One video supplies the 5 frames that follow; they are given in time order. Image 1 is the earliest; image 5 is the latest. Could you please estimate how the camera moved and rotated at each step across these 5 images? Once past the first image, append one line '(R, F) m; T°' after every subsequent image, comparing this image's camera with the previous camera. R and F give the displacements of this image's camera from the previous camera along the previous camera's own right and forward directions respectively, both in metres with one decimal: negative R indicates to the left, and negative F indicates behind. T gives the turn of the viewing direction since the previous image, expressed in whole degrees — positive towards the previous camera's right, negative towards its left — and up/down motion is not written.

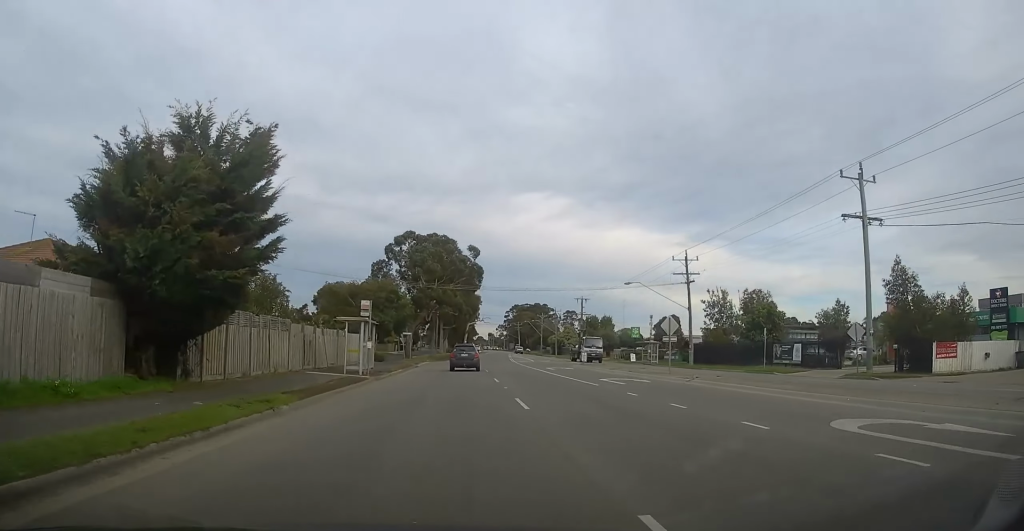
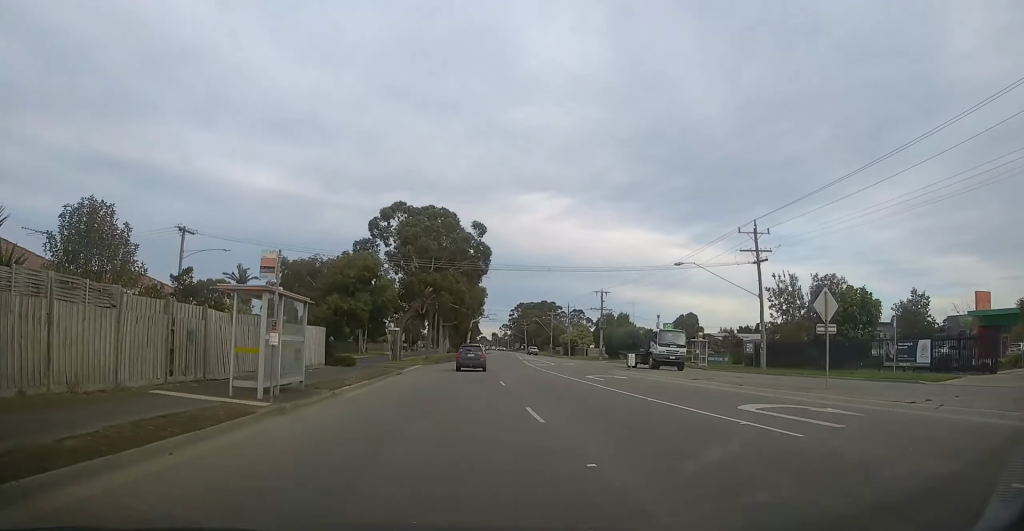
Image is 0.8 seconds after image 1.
(0.0, +14.6) m; 0°
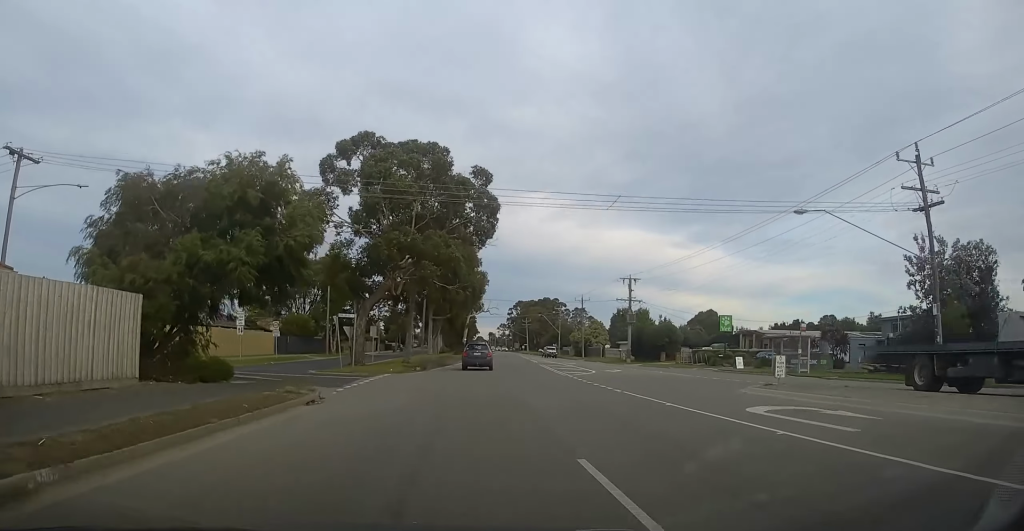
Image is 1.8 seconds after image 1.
(0.0, +18.8) m; 0°
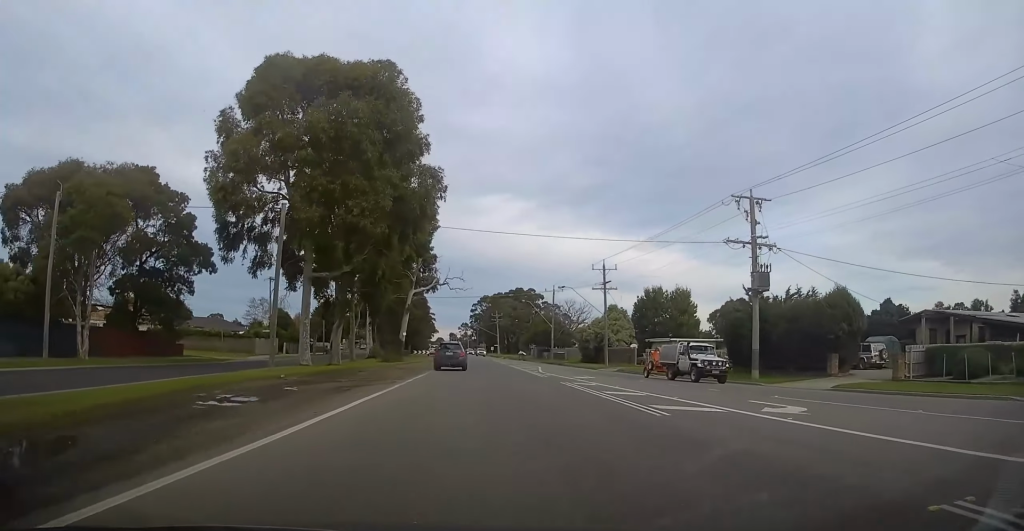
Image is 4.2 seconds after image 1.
(+0.8, +44.3) m; +3°
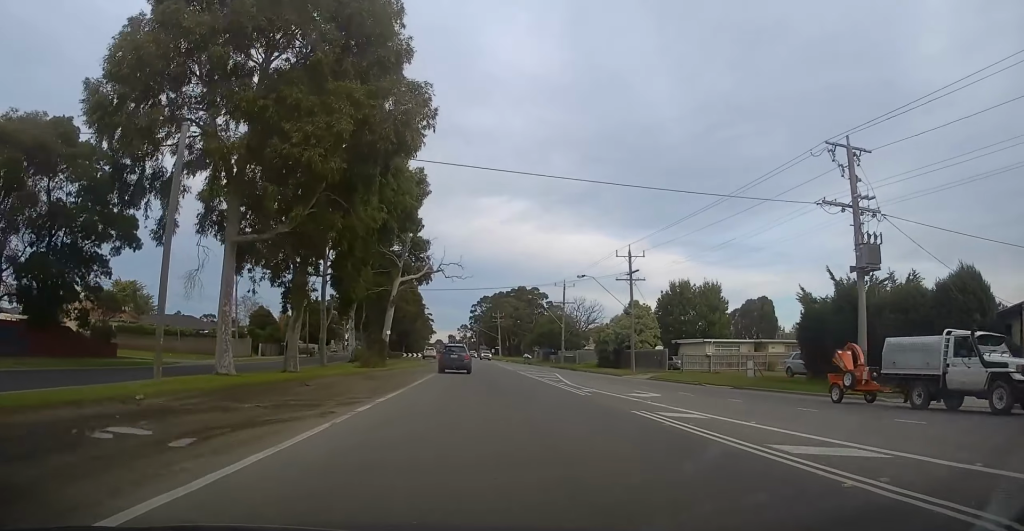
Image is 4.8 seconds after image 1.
(+0.2, +11.0) m; +1°
